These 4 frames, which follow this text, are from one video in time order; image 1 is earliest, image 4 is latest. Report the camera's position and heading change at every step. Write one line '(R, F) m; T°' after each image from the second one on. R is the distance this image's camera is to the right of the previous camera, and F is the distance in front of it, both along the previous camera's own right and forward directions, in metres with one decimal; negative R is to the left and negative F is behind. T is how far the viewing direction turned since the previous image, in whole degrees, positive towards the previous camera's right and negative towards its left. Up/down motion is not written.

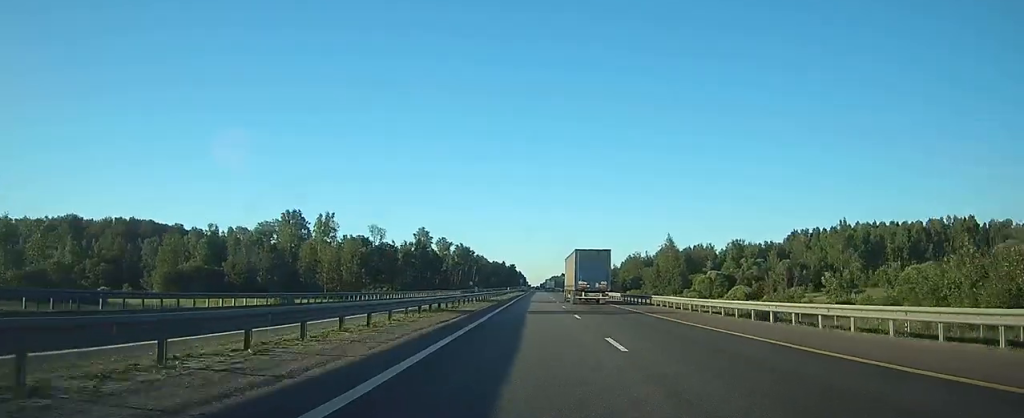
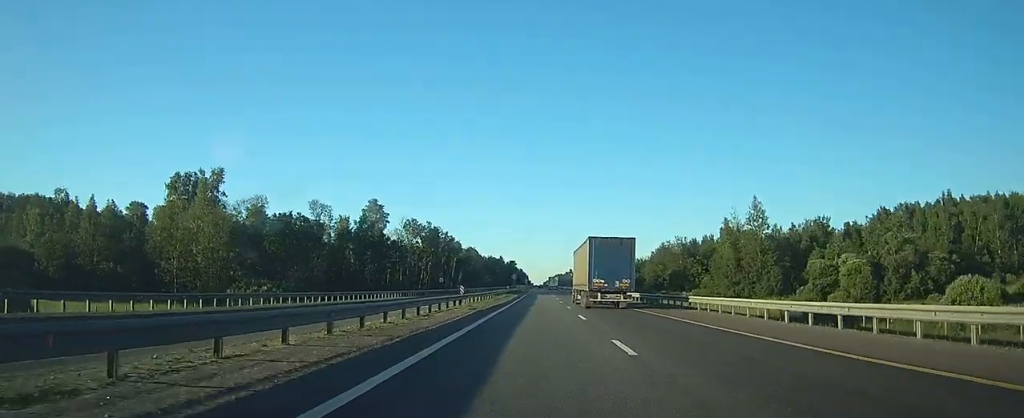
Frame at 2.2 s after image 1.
(-0.2, +60.4) m; 0°
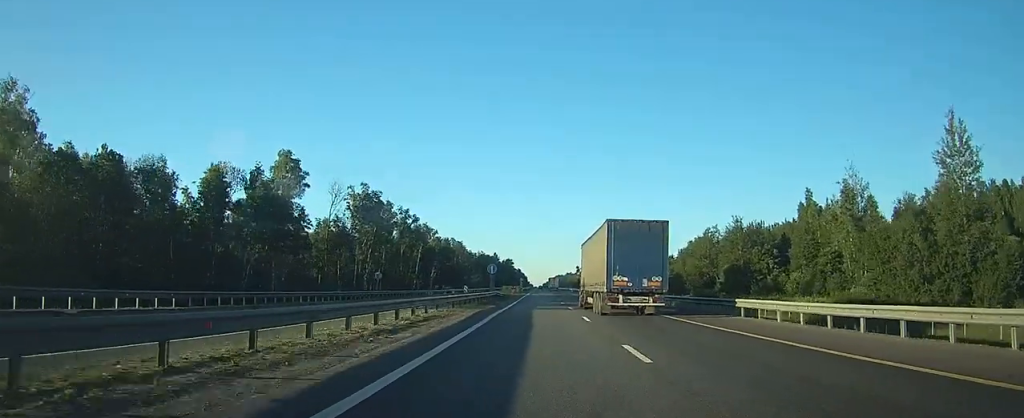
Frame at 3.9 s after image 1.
(0.0, +48.9) m; 0°
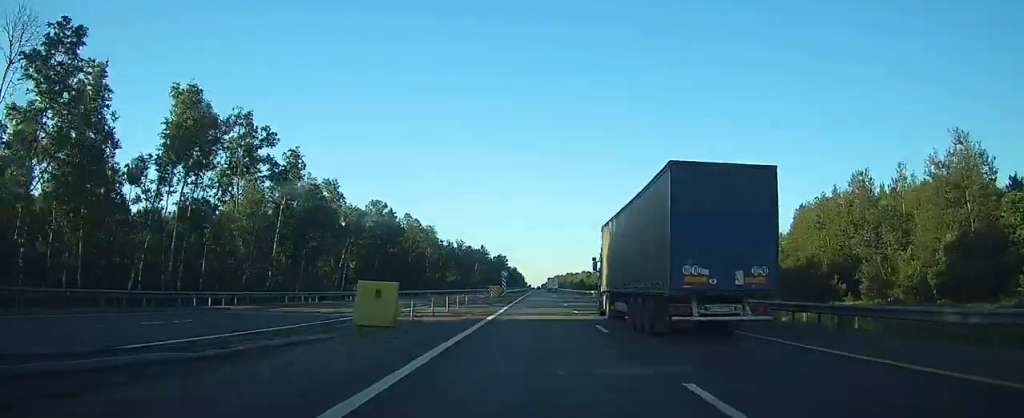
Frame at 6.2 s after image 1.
(+0.1, +65.5) m; 0°
